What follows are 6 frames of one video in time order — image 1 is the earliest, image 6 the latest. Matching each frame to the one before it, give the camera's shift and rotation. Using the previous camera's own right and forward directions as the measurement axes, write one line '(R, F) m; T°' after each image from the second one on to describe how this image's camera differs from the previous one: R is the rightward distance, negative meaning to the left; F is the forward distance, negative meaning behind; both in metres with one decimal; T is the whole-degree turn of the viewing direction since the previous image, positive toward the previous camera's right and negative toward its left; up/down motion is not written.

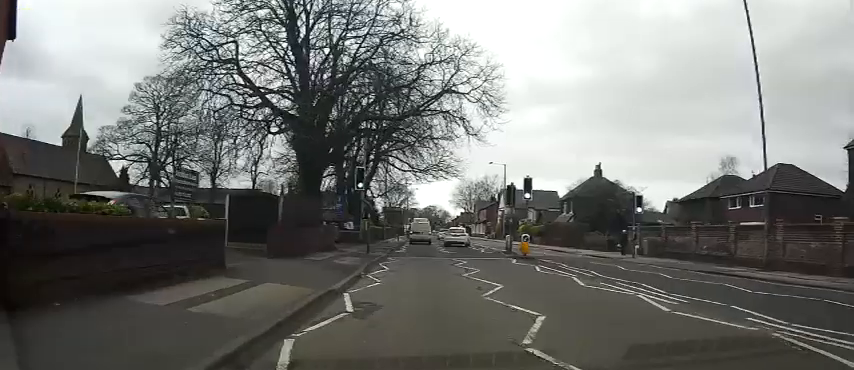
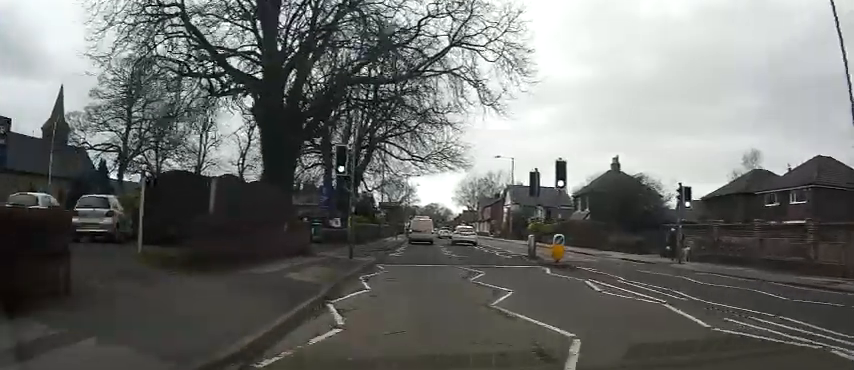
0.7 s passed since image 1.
(0.0, +5.6) m; +1°
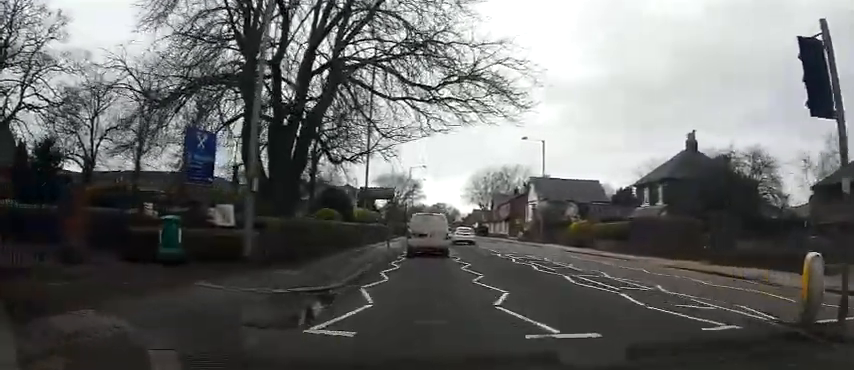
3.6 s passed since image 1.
(-0.8, +18.0) m; 0°
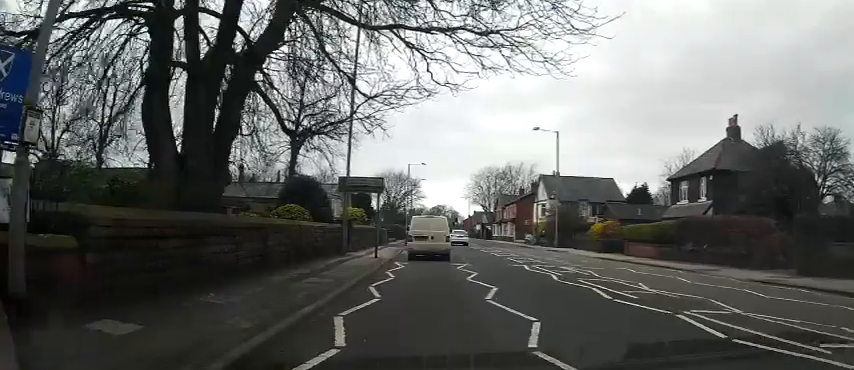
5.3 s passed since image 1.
(+0.6, +7.0) m; +4°
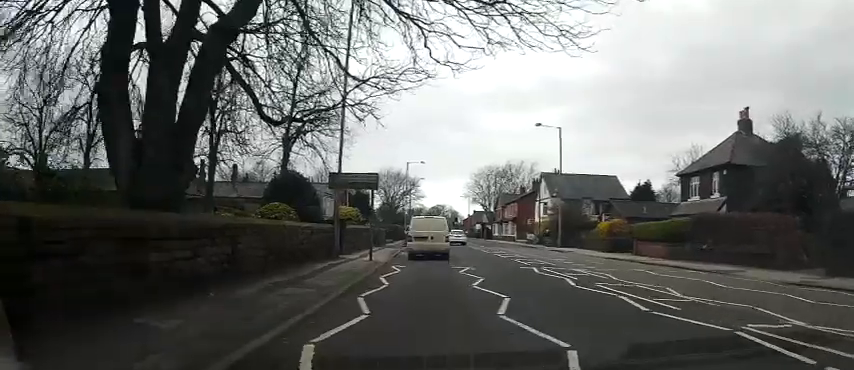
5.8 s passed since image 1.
(0.0, +1.8) m; -2°
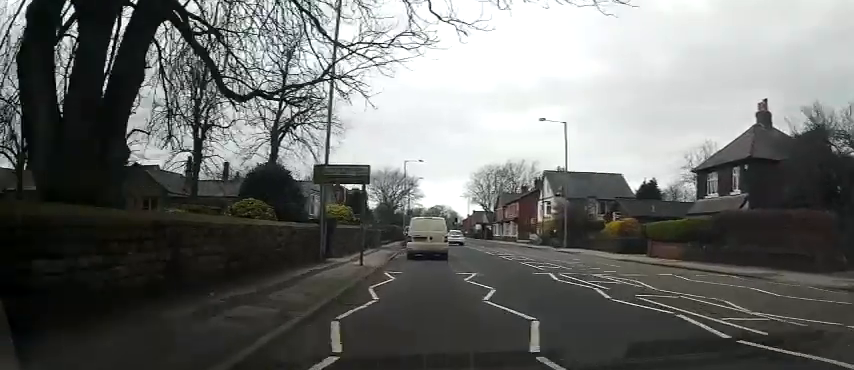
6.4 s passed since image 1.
(+0.1, +2.3) m; -3°
